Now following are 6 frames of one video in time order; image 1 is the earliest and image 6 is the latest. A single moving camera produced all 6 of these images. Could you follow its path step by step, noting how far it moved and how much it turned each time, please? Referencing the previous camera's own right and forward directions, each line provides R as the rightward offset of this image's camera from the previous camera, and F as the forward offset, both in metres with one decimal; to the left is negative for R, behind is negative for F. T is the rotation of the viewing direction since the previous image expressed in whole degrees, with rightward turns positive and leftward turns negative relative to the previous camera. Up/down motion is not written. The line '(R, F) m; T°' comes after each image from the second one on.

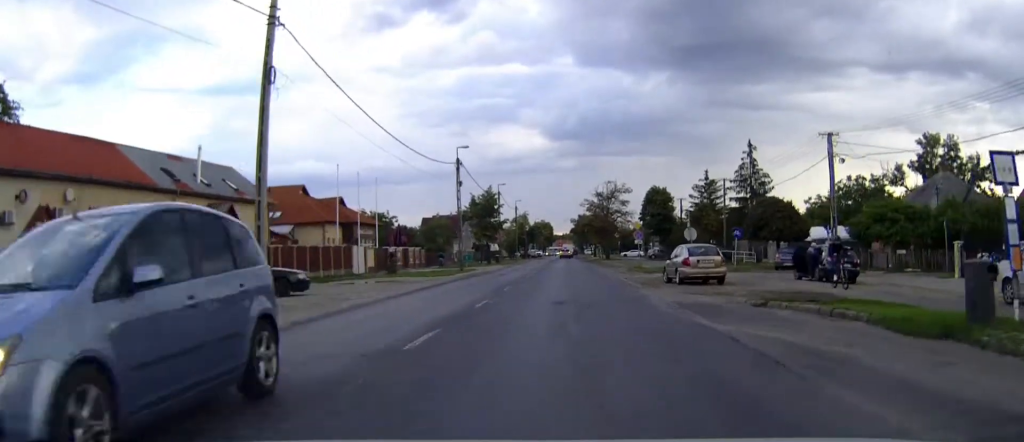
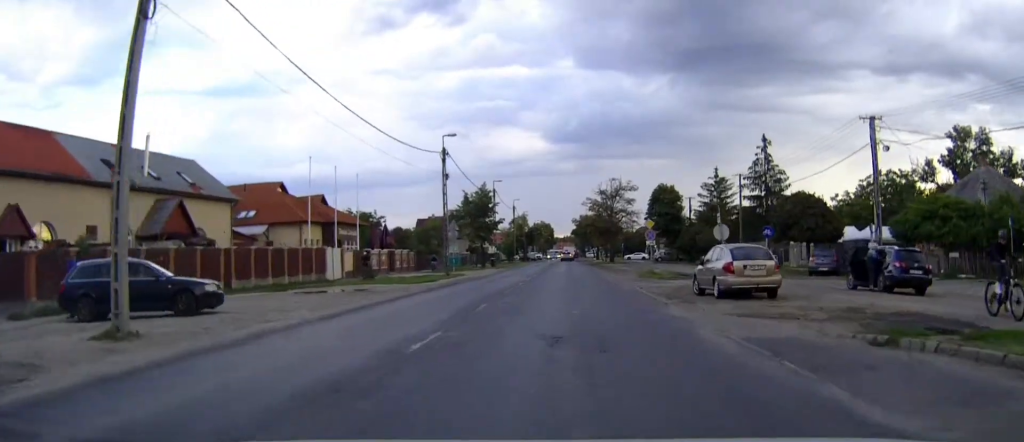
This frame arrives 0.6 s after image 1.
(0.0, +6.3) m; 0°
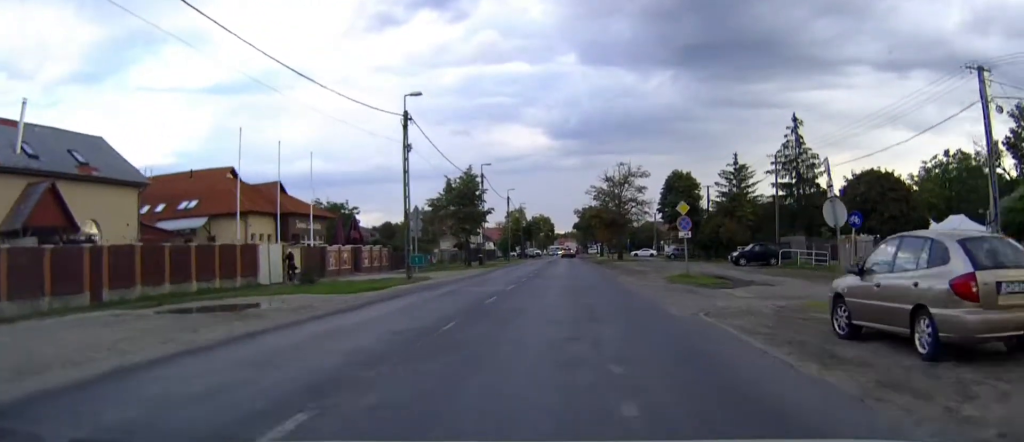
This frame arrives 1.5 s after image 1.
(0.0, +11.1) m; 0°
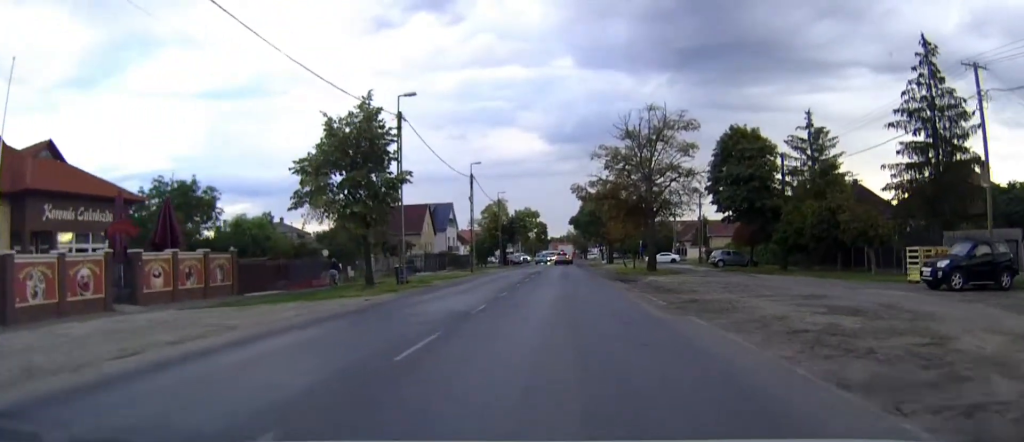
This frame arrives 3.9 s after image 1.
(-0.2, +30.8) m; 0°
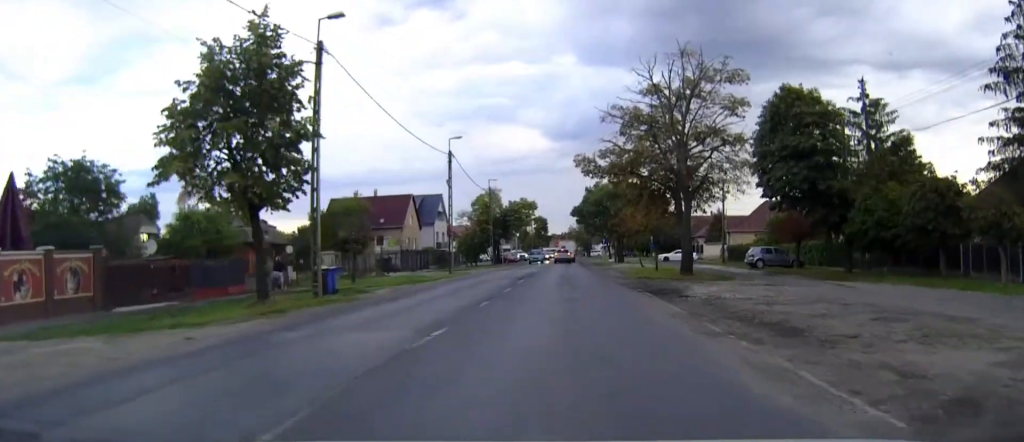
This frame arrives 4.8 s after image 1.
(+0.1, +11.9) m; 0°
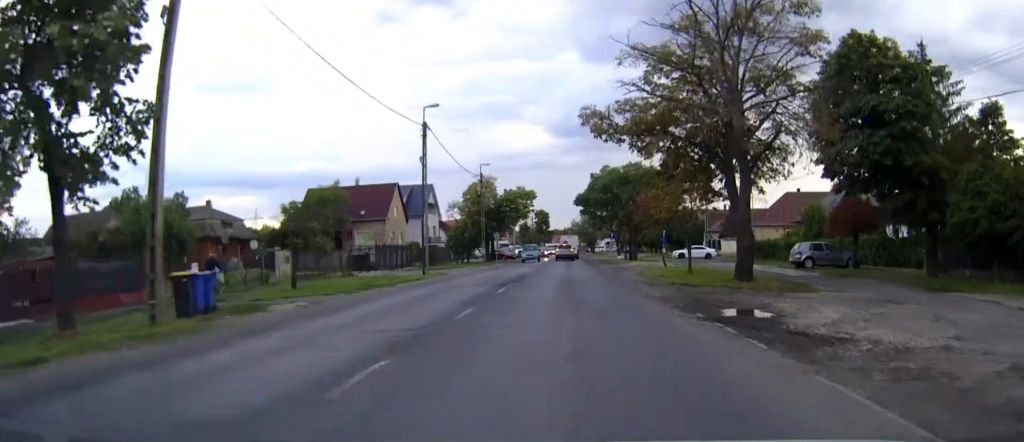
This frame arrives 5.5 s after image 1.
(0.0, +9.8) m; 0°
